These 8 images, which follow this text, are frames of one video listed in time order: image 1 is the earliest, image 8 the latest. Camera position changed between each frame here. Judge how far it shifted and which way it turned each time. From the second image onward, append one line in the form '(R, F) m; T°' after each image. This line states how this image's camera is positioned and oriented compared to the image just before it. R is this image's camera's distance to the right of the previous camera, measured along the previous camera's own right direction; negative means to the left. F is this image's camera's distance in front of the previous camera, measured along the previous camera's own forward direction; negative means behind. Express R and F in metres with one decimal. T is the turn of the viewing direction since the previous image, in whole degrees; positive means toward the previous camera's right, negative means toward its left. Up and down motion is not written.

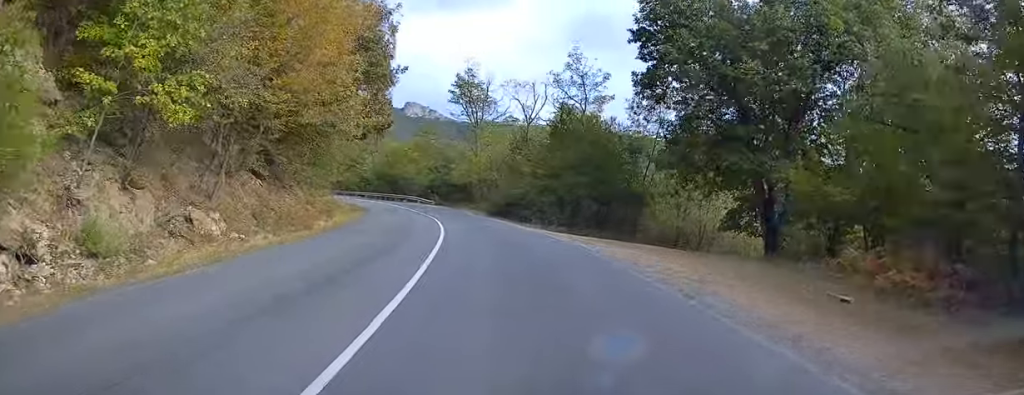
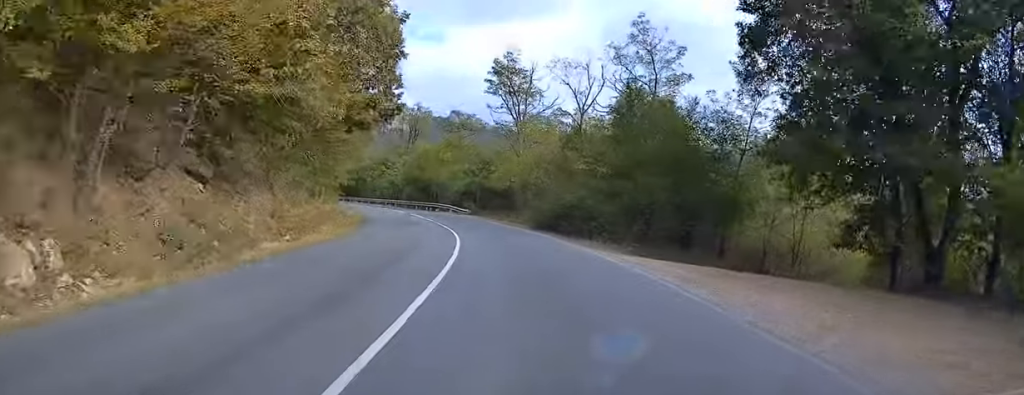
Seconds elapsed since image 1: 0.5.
(-0.4, +9.8) m; -4°
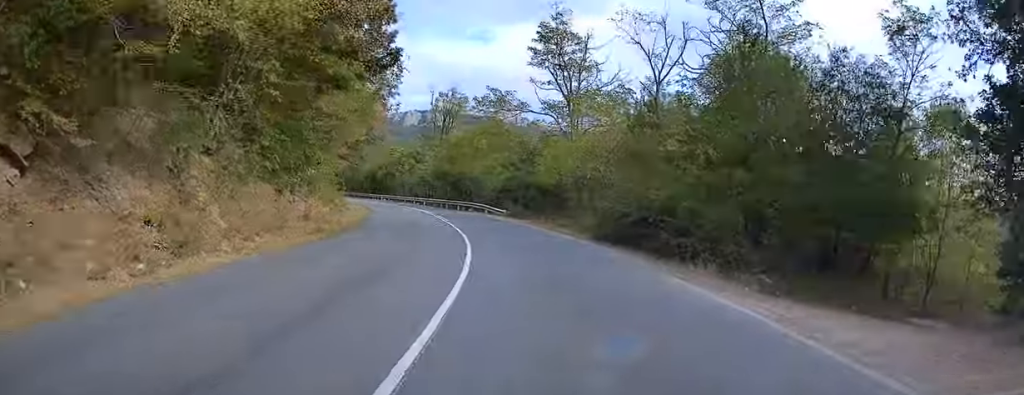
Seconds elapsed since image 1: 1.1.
(0.0, +10.4) m; -4°
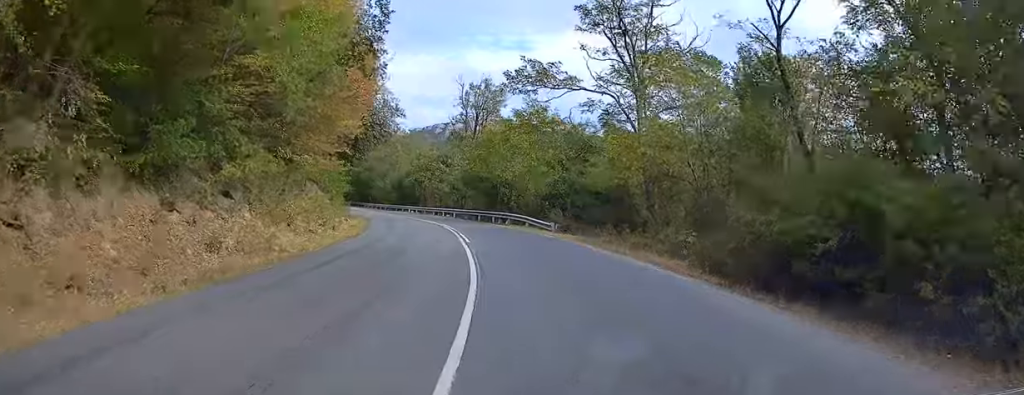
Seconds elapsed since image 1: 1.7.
(-0.6, +10.5) m; -5°
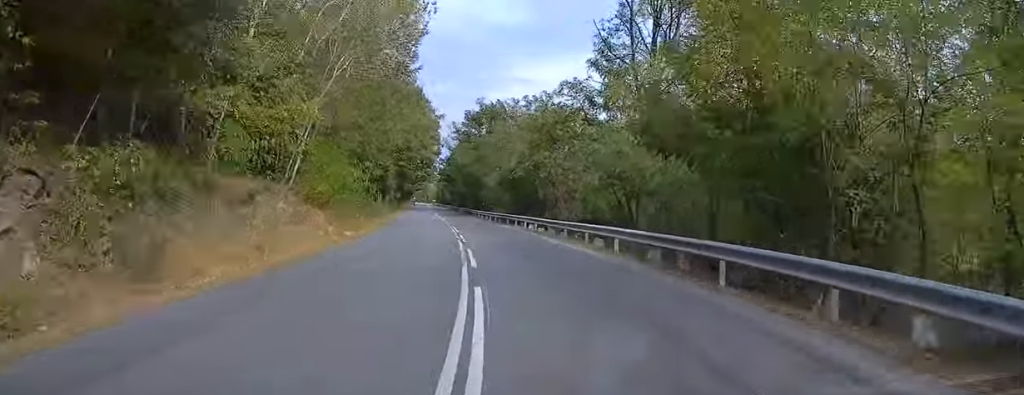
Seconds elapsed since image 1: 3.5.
(-4.5, +34.3) m; -13°
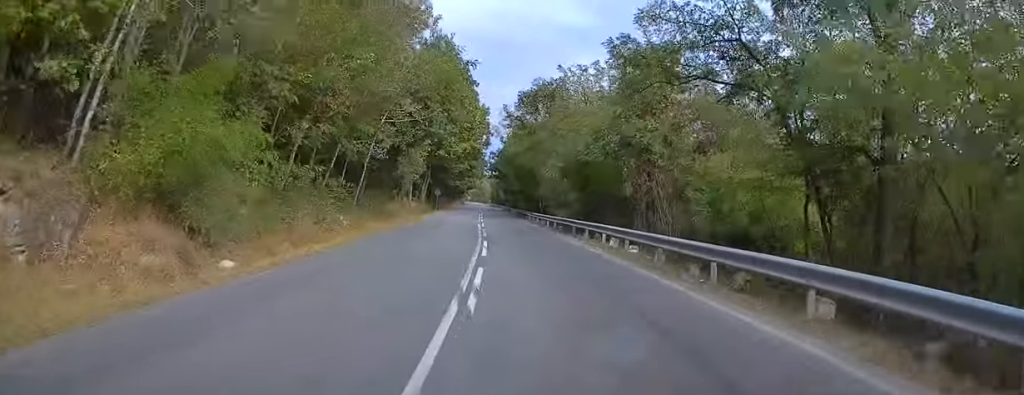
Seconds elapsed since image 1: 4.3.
(-0.5, +15.1) m; -3°
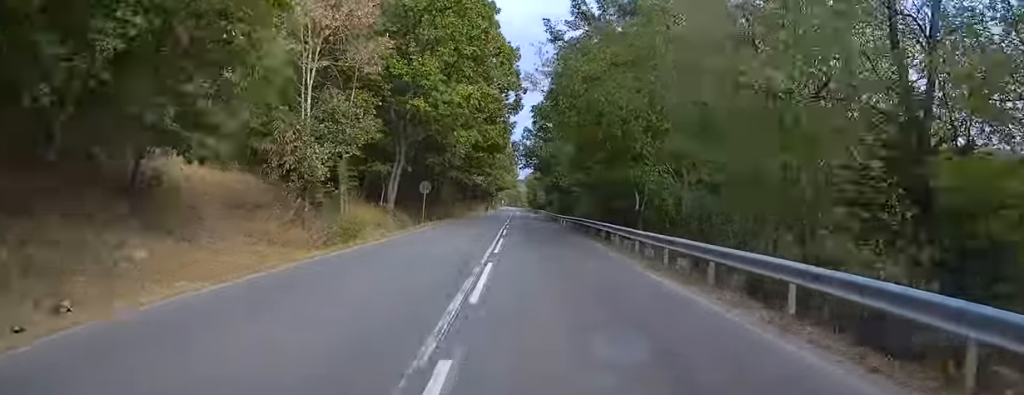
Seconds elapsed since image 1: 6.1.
(-2.2, +34.7) m; -6°
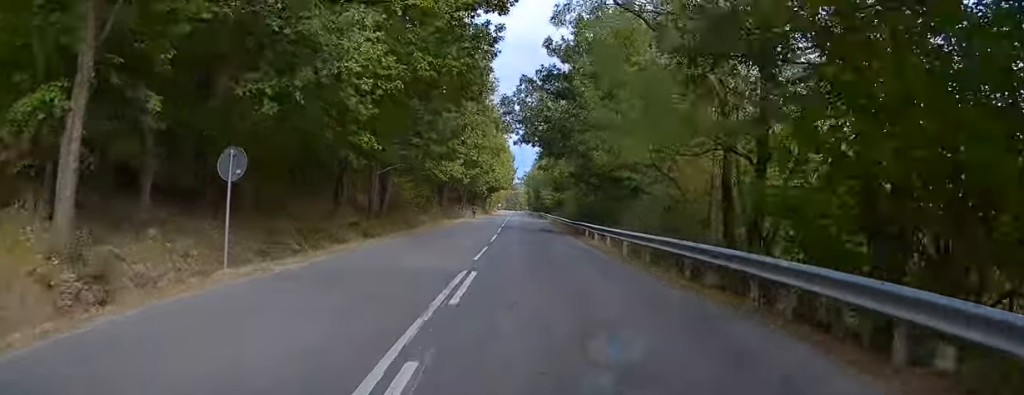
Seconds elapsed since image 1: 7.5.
(+0.2, +27.4) m; +1°
